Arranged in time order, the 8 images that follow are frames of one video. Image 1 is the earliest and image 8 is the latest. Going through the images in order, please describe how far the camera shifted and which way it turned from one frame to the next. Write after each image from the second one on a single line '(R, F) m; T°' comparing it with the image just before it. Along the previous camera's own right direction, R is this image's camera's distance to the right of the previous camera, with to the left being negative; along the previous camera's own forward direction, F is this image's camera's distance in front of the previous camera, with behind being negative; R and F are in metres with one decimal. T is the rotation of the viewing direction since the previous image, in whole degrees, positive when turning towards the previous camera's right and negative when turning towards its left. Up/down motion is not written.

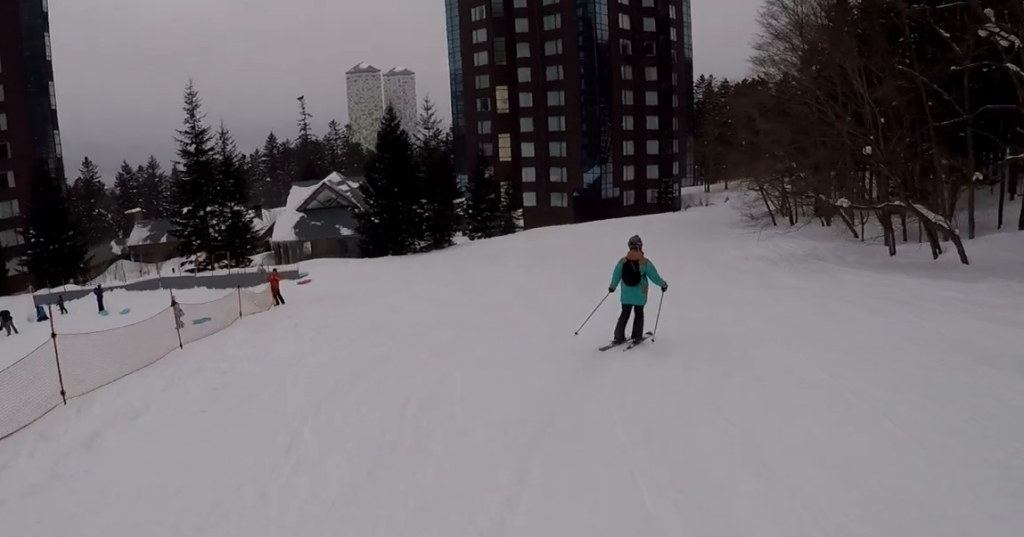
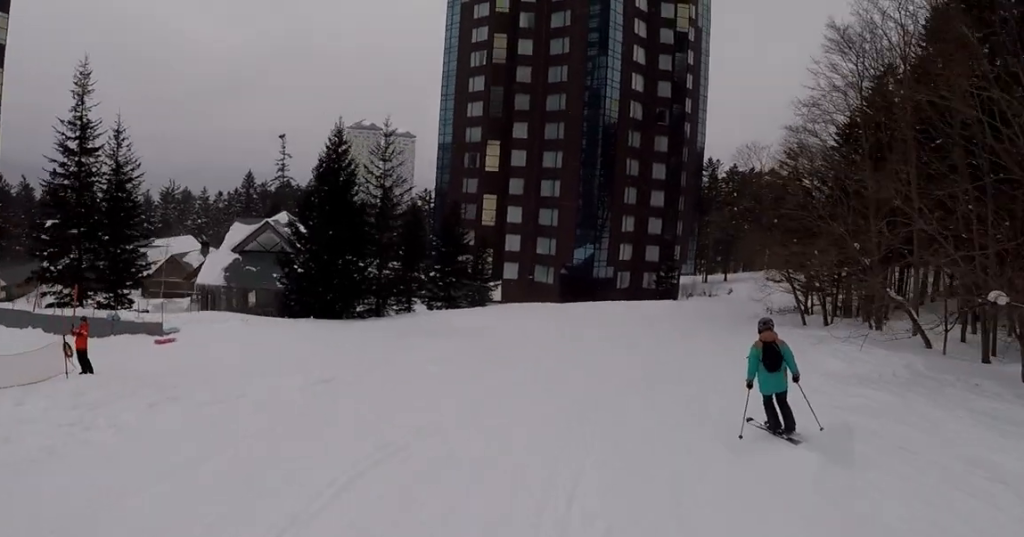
(0.0, +10.4) m; +1°
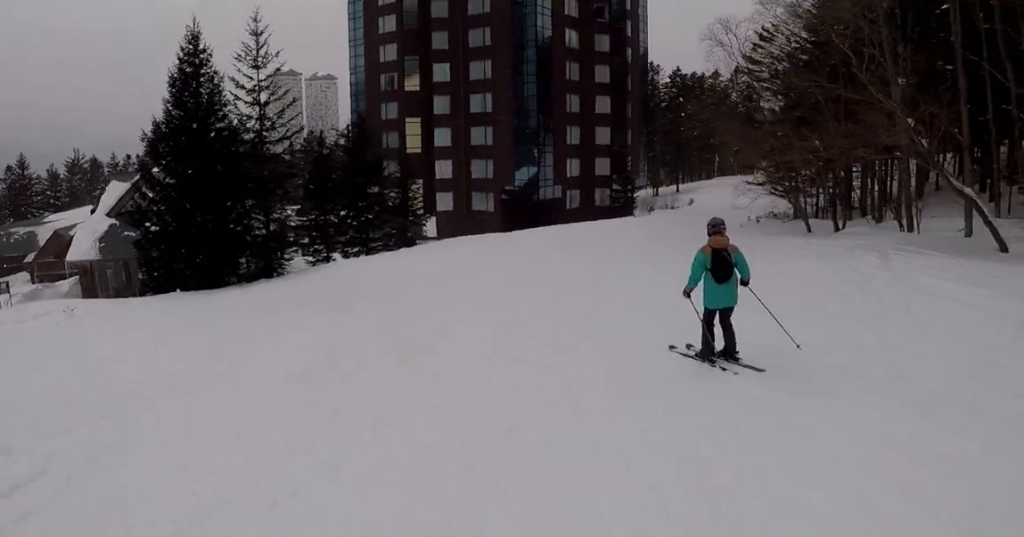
(0.0, +8.2) m; +4°
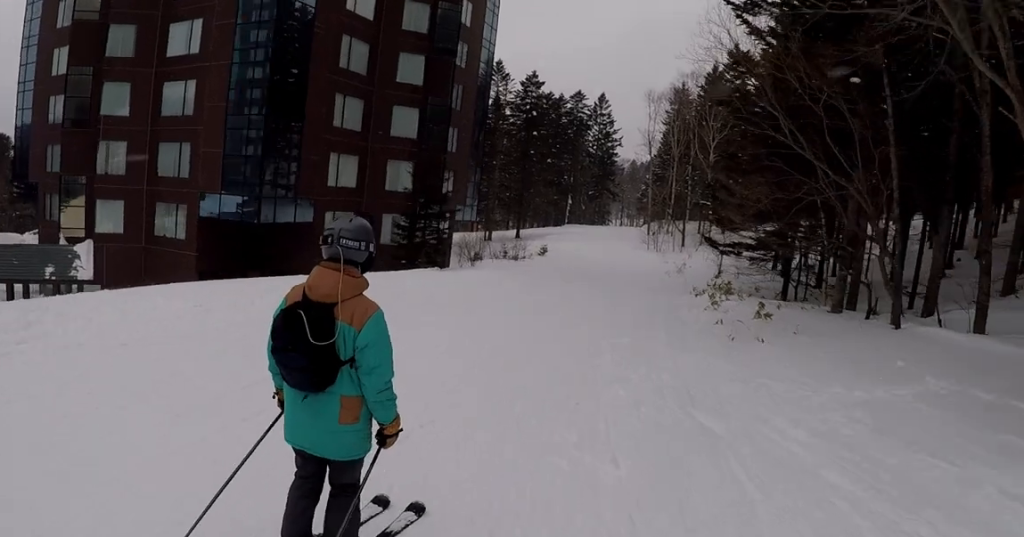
(+8.4, +25.1) m; +25°
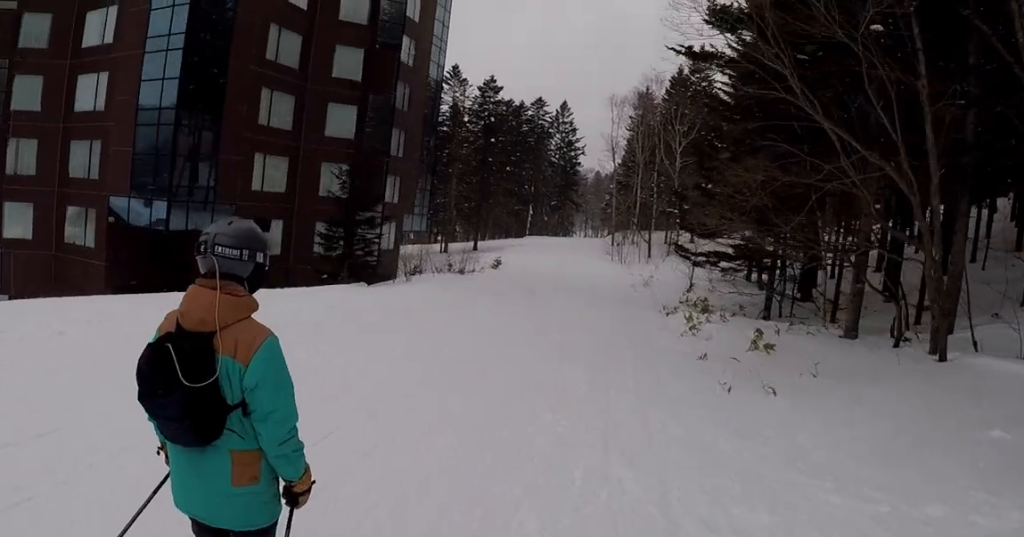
(+0.6, +3.7) m; +1°
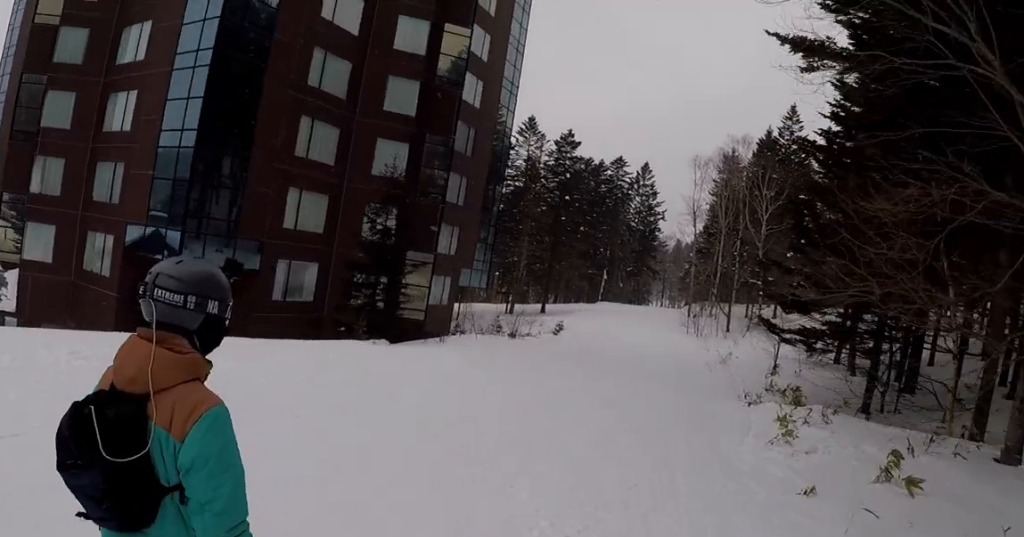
(+0.4, +3.7) m; +1°
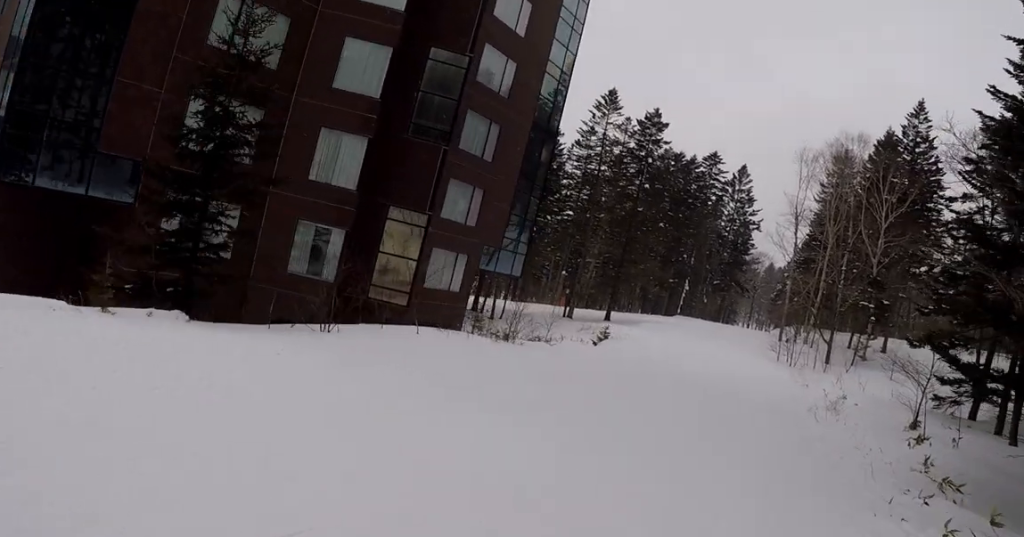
(-0.4, +10.5) m; -2°
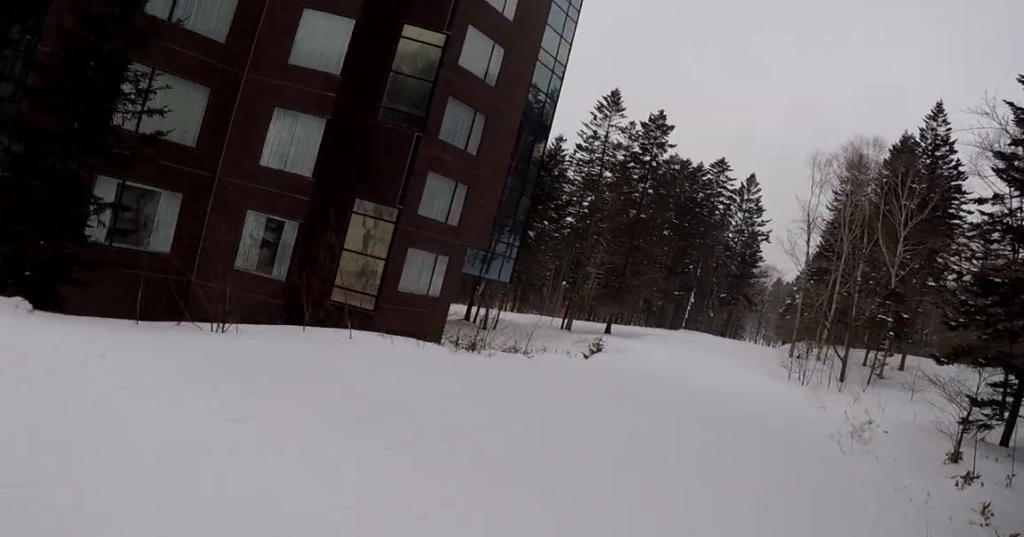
(+0.5, +2.8) m; -2°
